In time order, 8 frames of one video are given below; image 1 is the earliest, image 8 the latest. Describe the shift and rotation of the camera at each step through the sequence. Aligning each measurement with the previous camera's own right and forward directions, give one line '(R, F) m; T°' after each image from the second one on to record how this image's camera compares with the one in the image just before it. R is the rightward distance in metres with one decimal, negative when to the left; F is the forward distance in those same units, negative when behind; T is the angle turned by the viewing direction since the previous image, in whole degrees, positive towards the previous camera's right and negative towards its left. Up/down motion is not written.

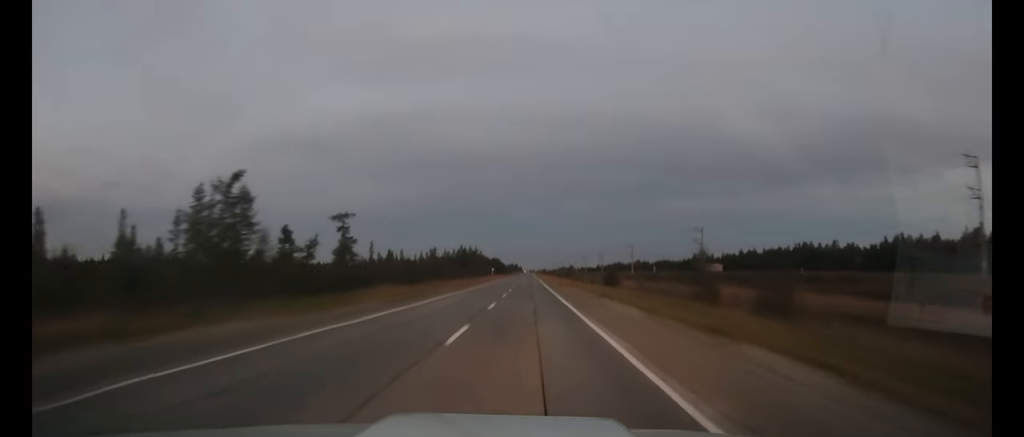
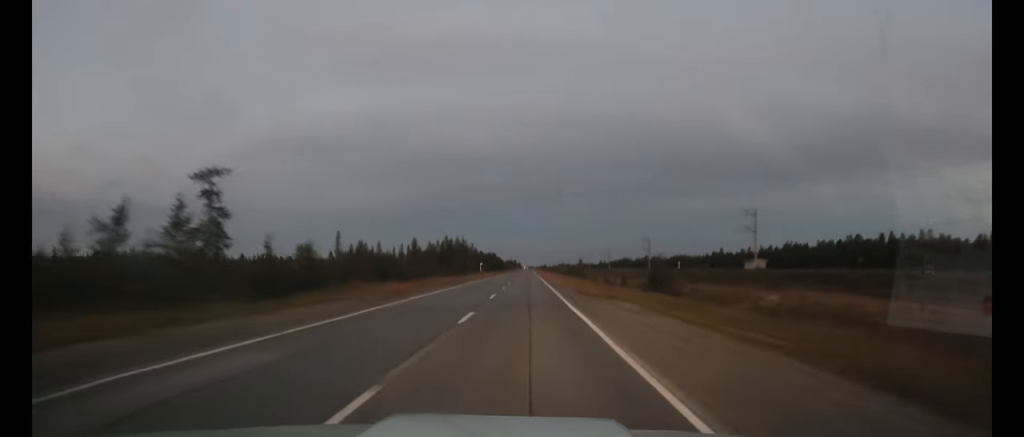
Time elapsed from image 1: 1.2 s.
(0.0, +32.5) m; 0°
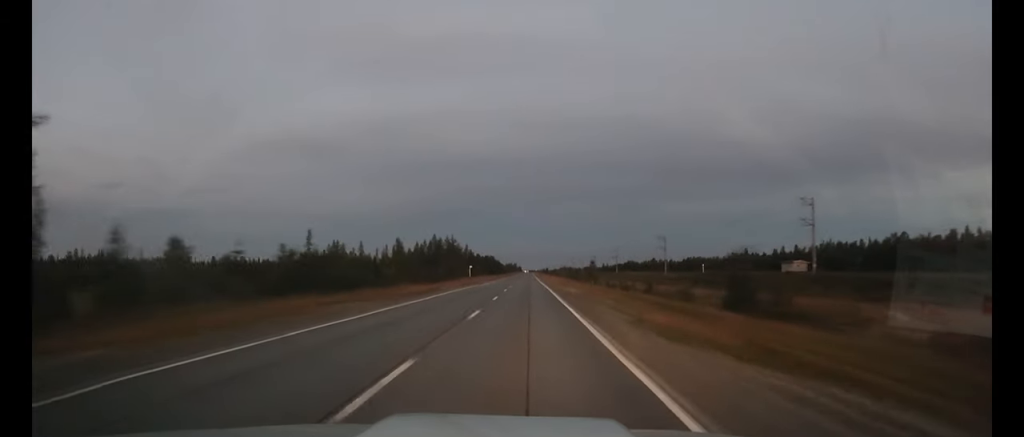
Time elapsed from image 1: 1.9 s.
(0.0, +21.6) m; 0°
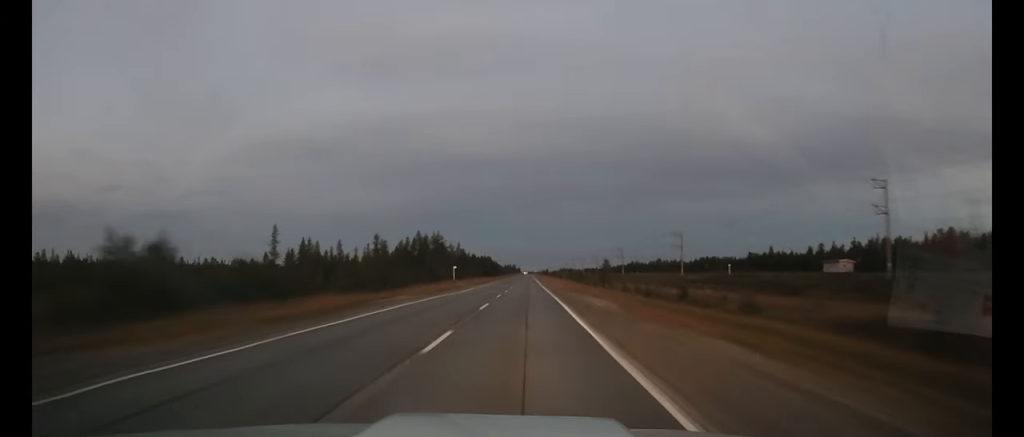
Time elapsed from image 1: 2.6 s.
(0.0, +18.8) m; 0°
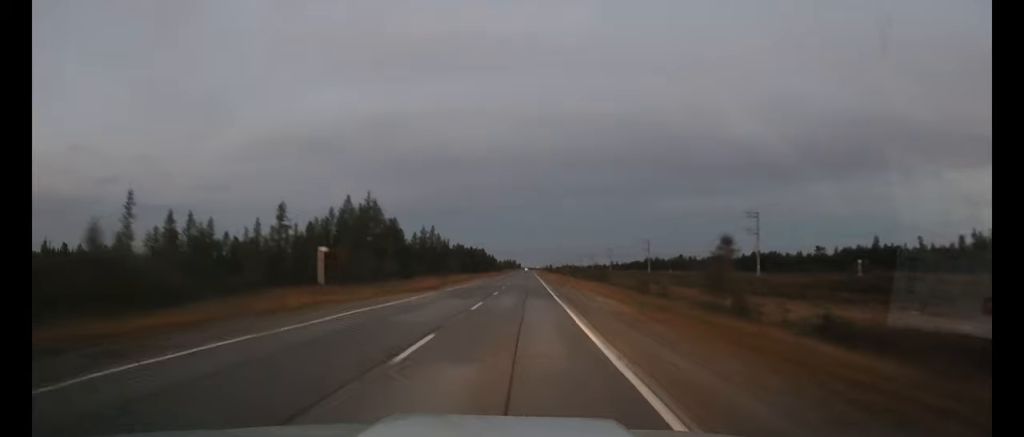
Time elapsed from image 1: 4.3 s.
(0.0, +49.5) m; 0°
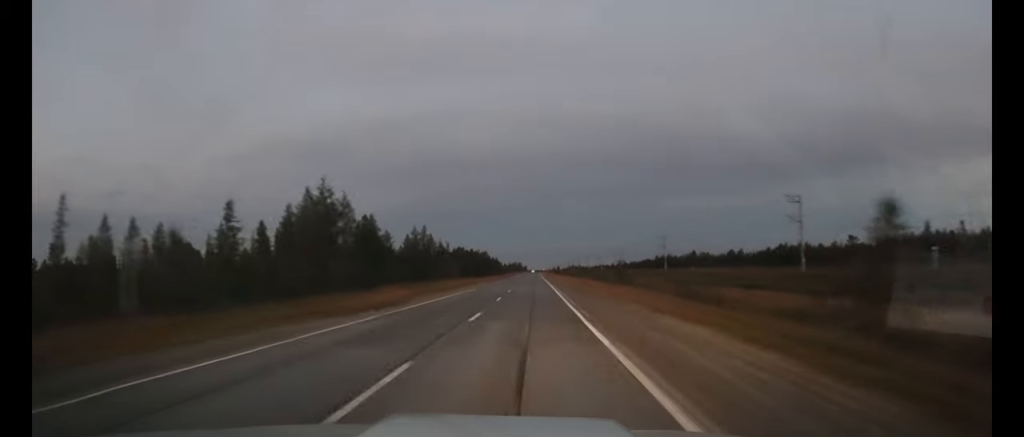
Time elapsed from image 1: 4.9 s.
(0.0, +15.3) m; 0°
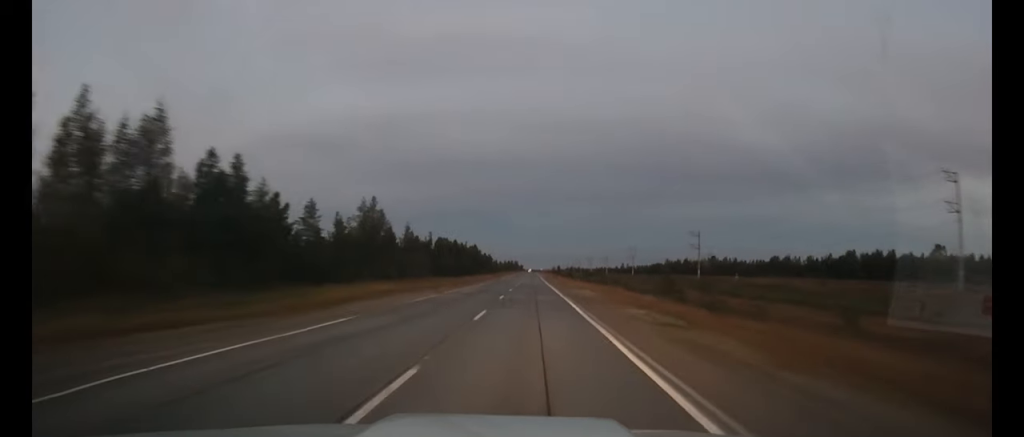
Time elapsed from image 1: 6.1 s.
(-0.2, +36.5) m; 0°
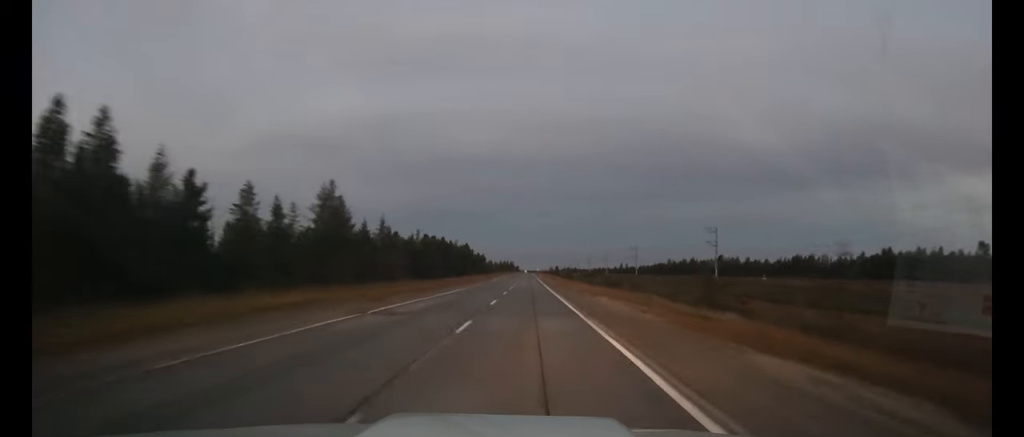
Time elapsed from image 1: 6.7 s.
(0.0, +15.4) m; 0°
